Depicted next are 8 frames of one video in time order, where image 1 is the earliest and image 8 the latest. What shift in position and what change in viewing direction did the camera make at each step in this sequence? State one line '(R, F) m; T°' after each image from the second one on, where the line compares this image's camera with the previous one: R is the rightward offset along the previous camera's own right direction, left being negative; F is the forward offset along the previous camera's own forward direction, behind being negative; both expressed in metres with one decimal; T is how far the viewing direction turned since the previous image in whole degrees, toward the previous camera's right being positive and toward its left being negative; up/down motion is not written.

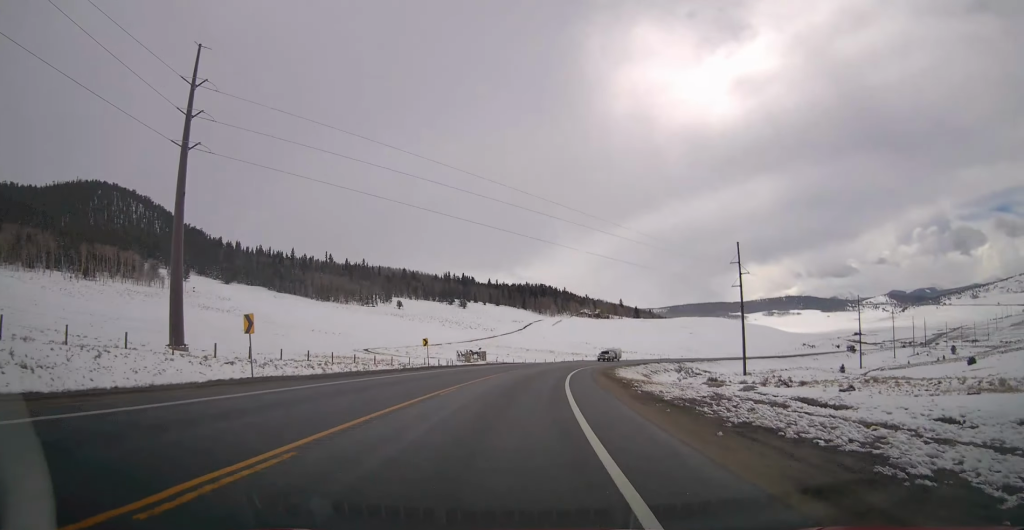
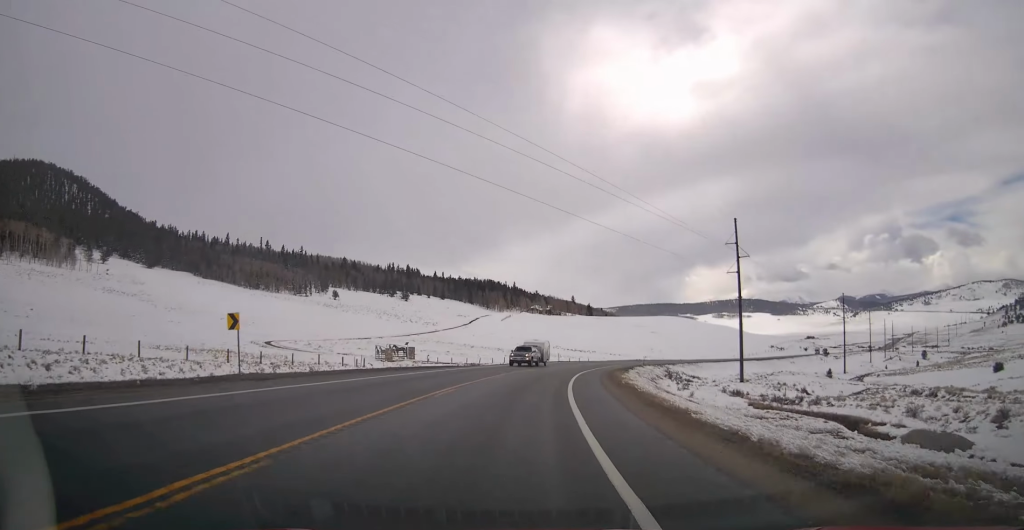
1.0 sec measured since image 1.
(+1.0, +25.4) m; +5°
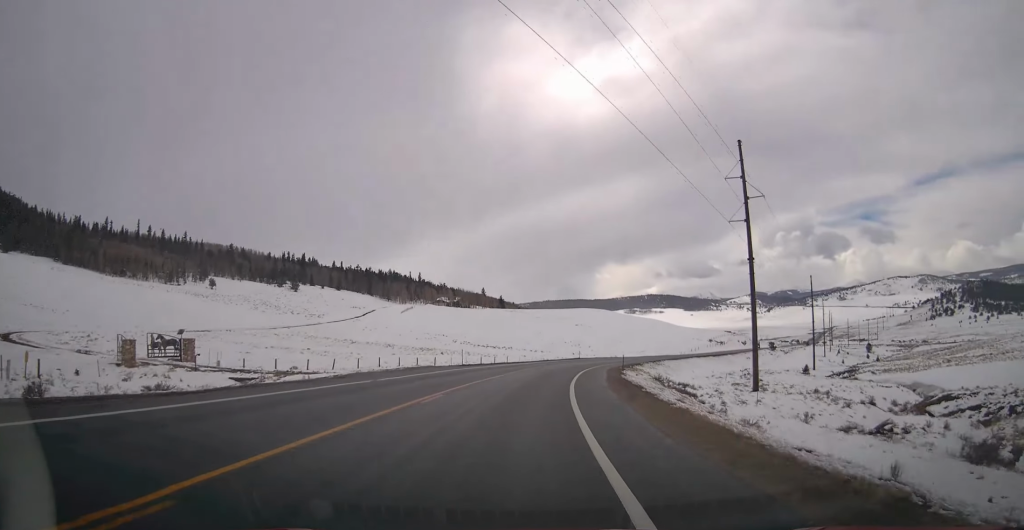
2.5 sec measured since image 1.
(+2.8, +38.1) m; +9°
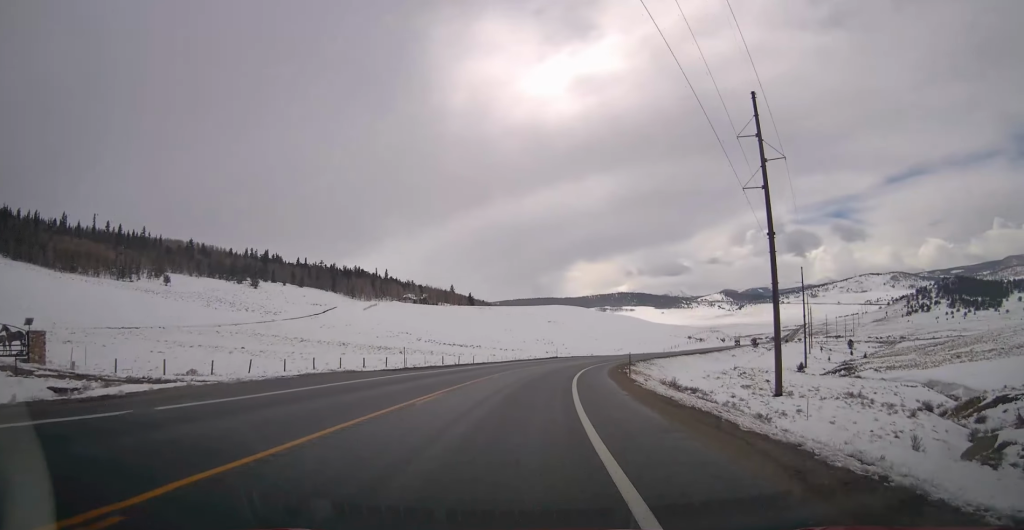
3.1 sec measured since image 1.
(+0.1, +13.2) m; +4°
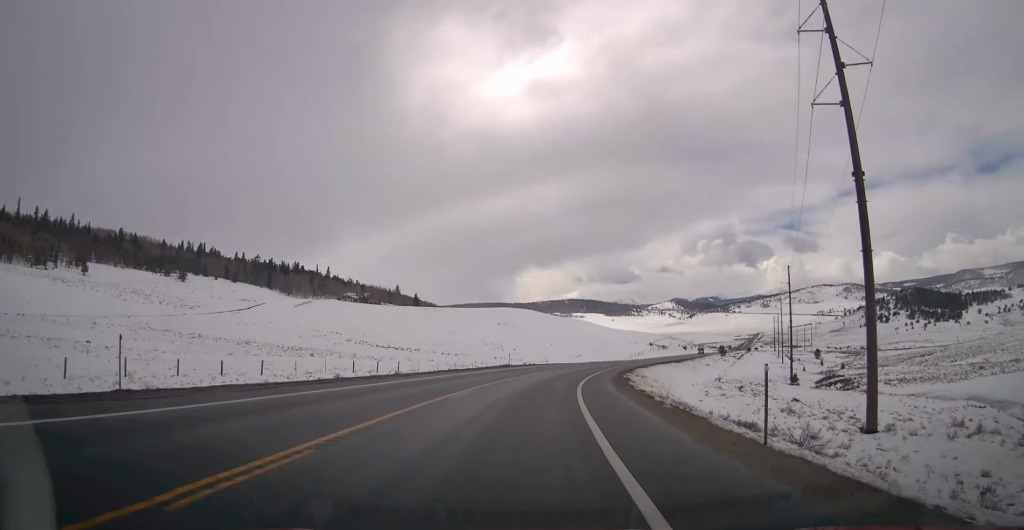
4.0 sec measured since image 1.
(+1.3, +21.8) m; +5°
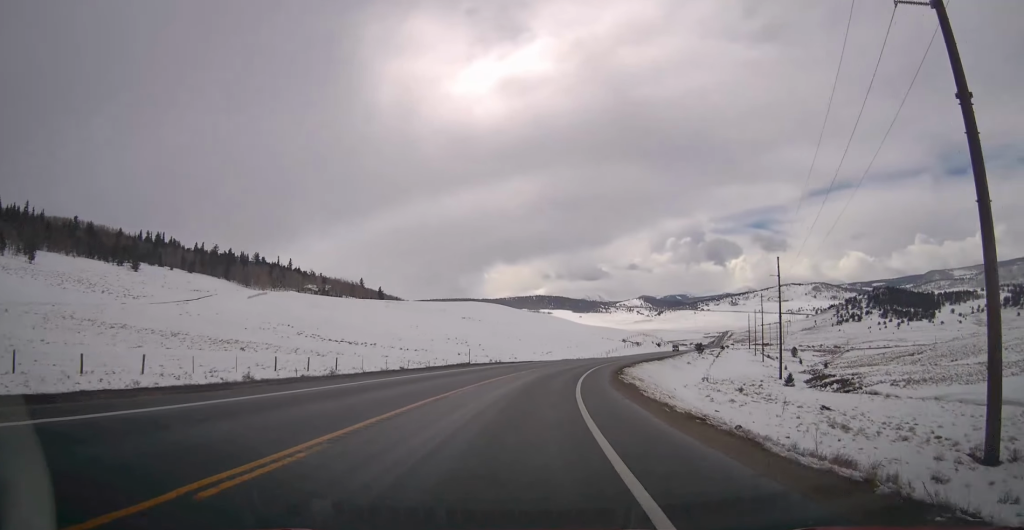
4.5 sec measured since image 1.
(+0.3, +11.7) m; +3°
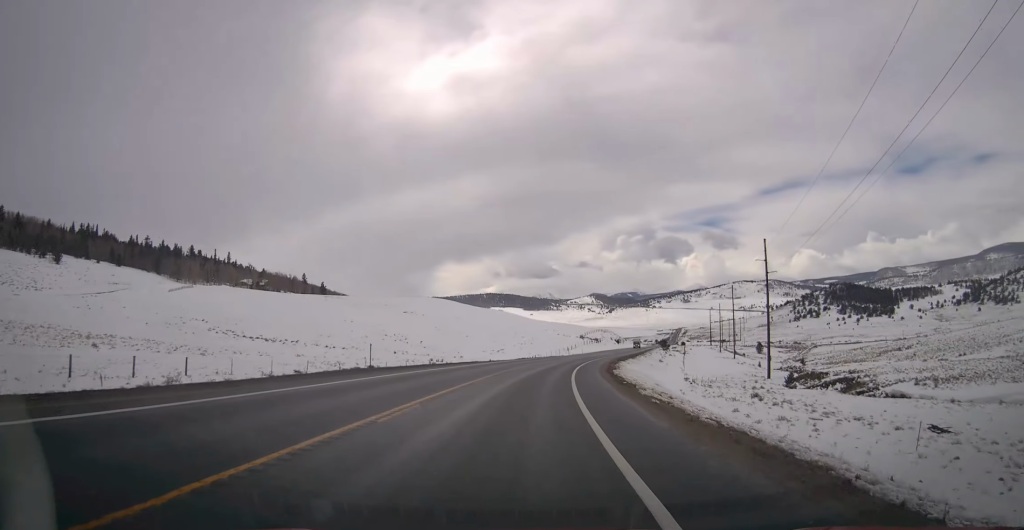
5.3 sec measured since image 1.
(+0.5, +19.0) m; +4°
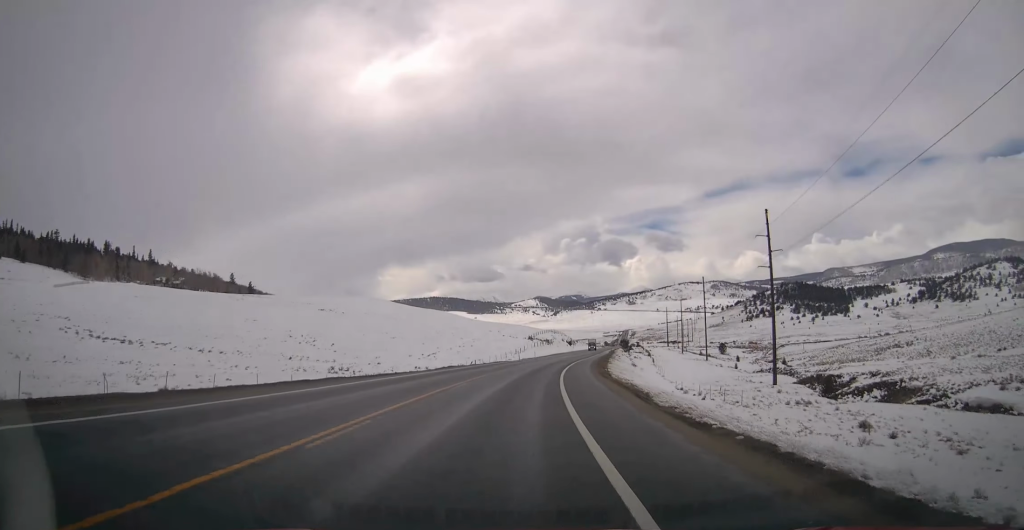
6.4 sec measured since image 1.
(+1.7, +26.1) m; +6°
